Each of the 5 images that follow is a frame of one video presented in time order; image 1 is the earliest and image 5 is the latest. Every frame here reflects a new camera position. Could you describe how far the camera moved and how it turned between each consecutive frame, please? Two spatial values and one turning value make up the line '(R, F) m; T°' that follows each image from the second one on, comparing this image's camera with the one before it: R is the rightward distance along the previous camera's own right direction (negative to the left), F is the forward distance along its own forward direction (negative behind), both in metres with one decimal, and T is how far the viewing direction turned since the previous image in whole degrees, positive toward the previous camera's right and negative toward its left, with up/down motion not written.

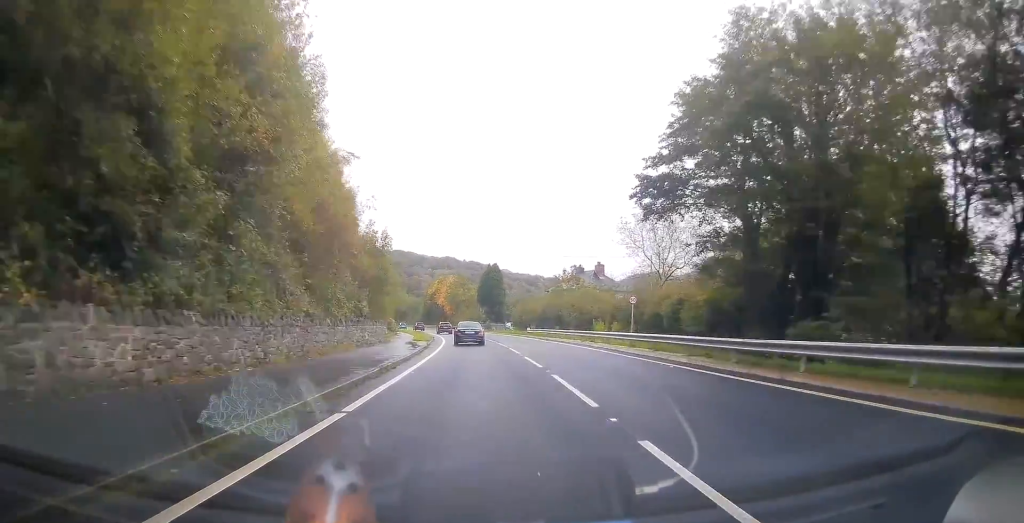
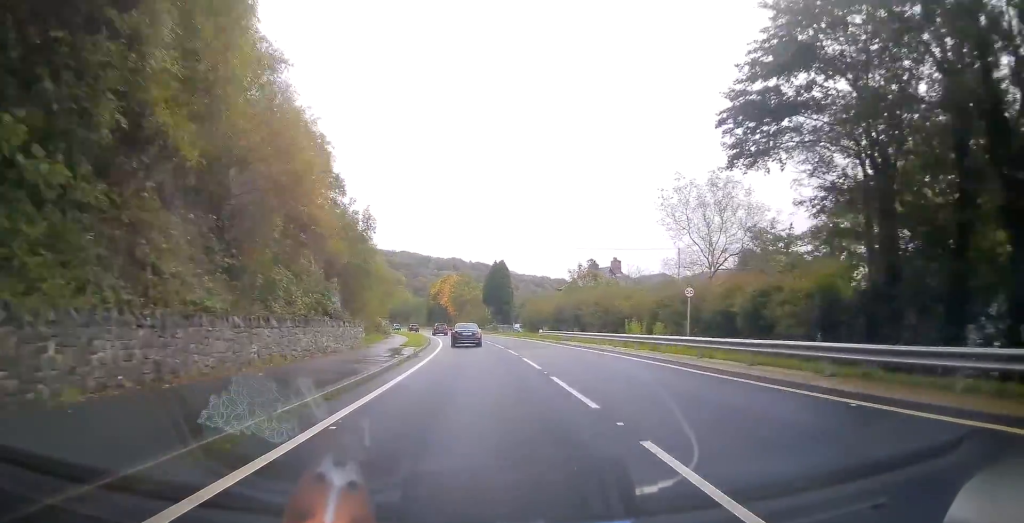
(+0.1, +9.1) m; -1°
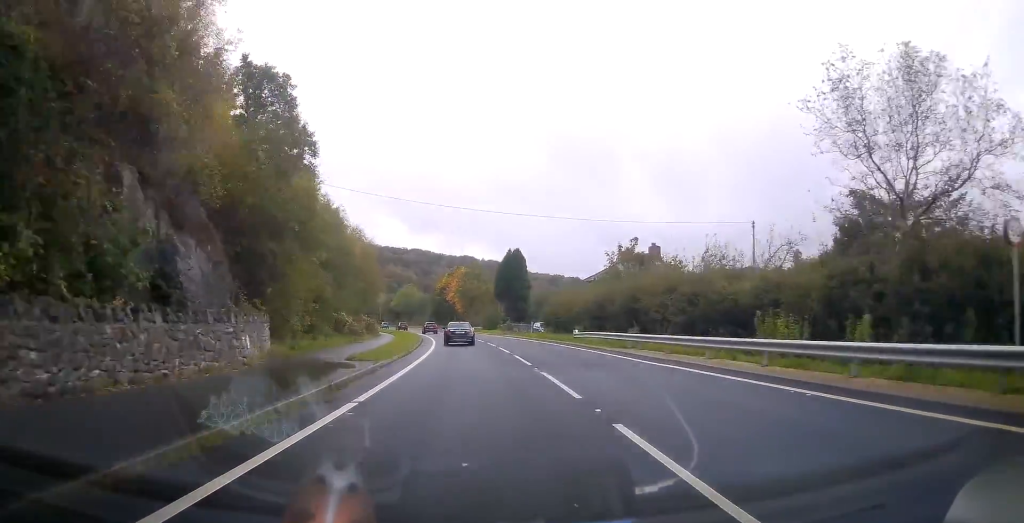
(-0.5, +17.2) m; -3°
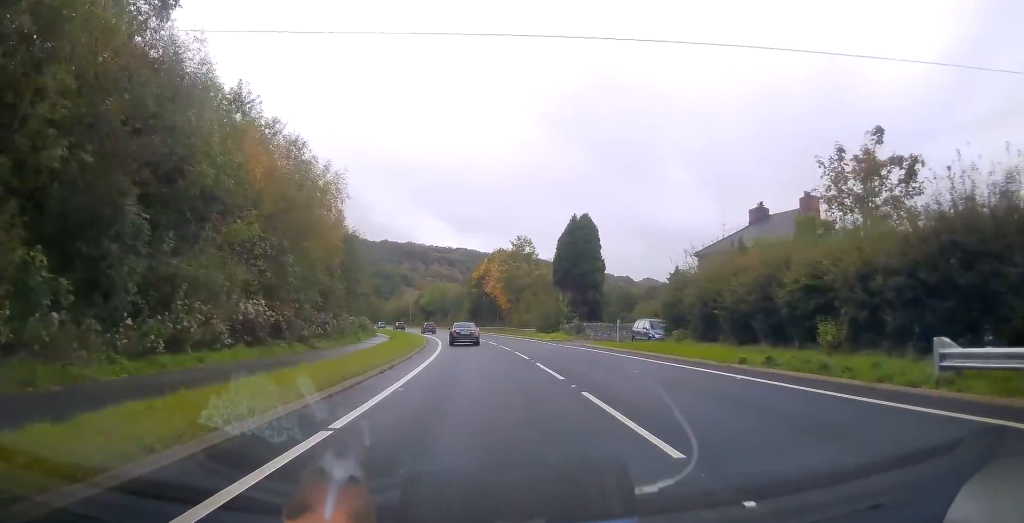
(-0.9, +32.0) m; -4°
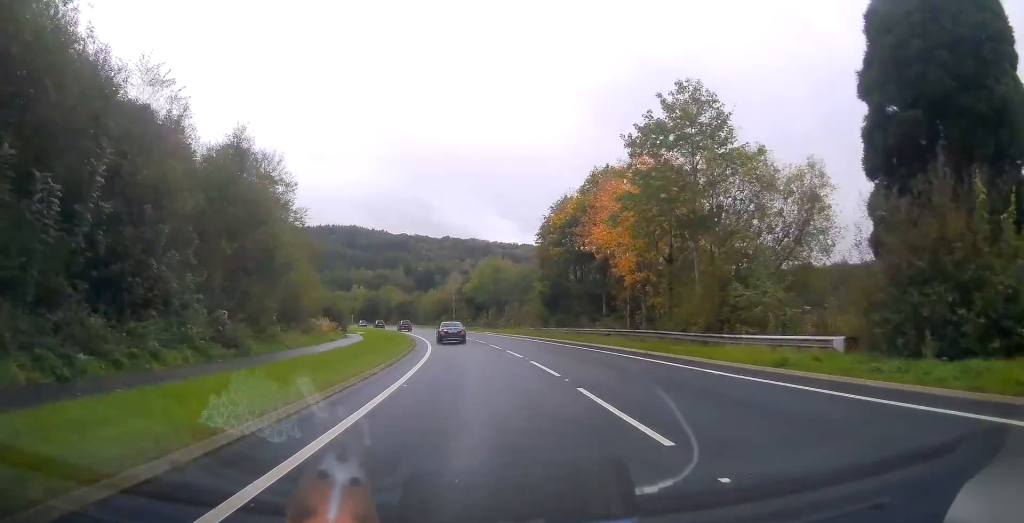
(-4.2, +52.3) m; -7°
